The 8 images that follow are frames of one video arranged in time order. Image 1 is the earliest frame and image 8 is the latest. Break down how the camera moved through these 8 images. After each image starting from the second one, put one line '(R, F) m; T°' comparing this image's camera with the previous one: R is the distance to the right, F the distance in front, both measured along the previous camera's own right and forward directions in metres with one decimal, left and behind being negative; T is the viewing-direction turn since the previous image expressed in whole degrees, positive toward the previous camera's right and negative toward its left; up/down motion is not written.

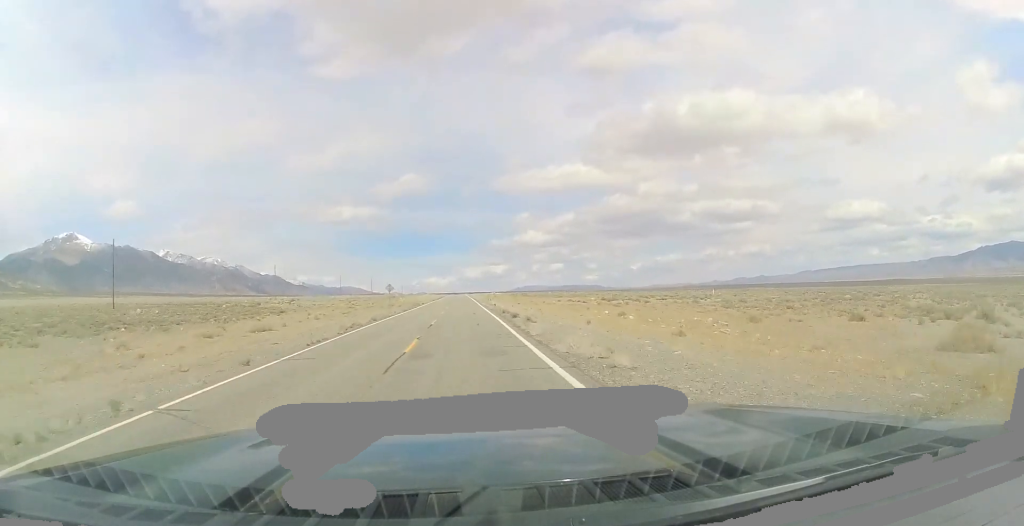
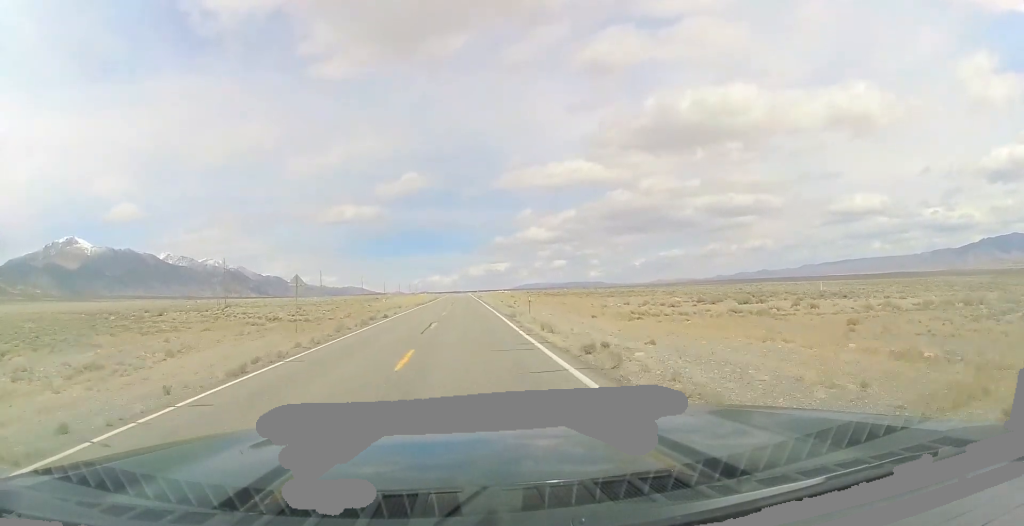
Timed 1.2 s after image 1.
(+0.3, +40.6) m; +1°
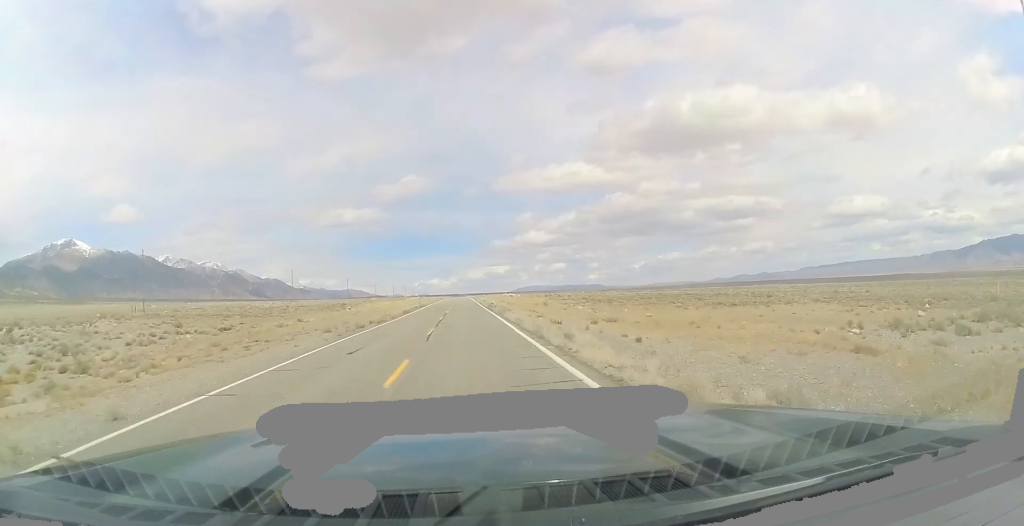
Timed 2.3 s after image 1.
(0.0, +38.4) m; 0°
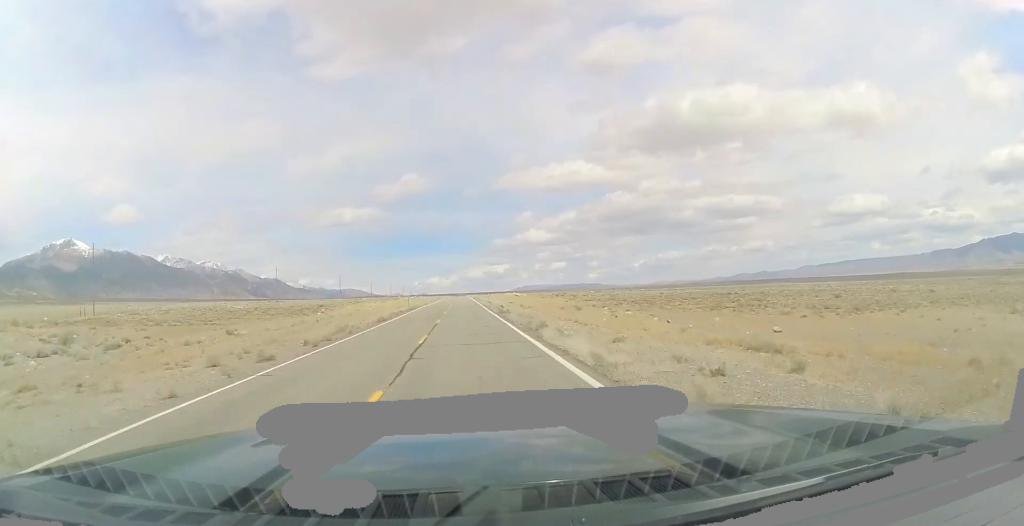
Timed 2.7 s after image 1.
(0.0, +16.3) m; 0°
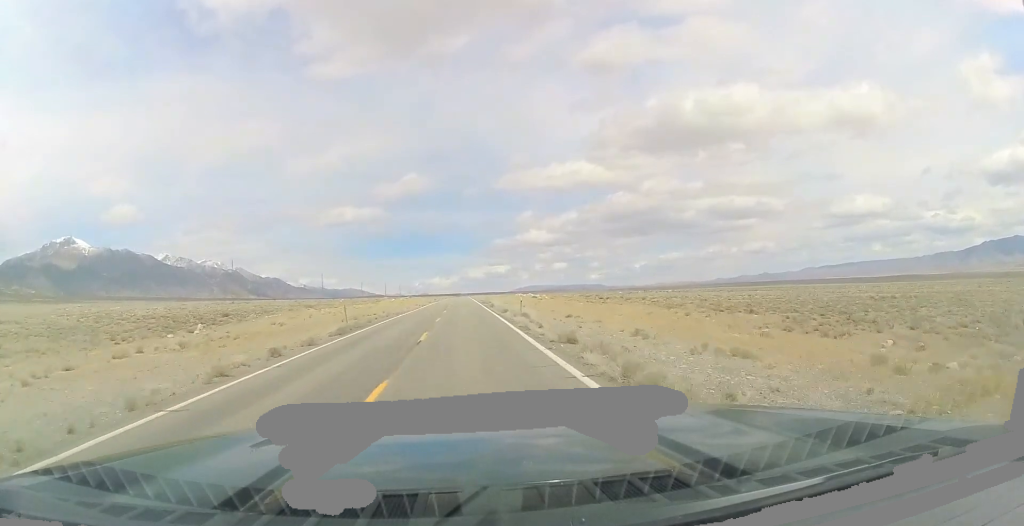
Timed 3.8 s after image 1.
(0.0, +36.1) m; 0°
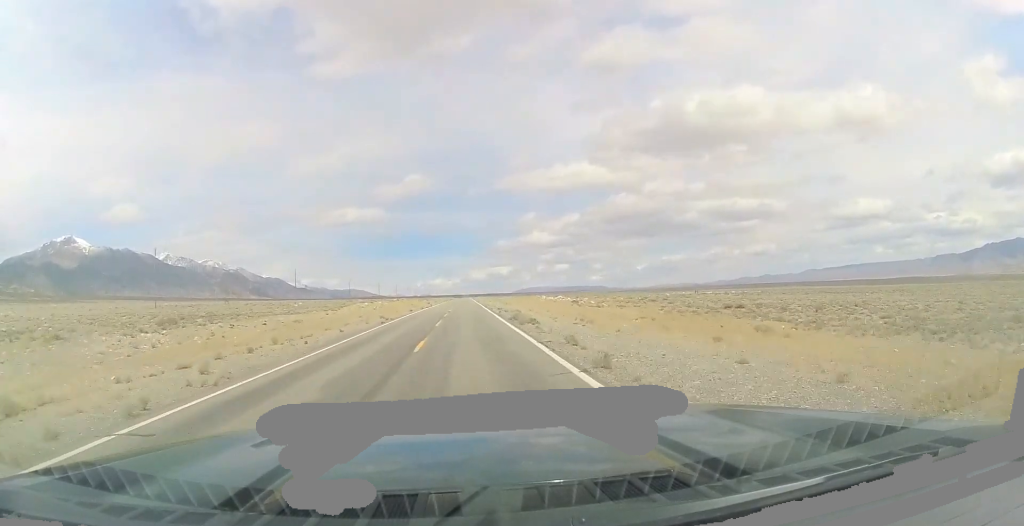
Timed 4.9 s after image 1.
(-0.3, +39.5) m; -1°
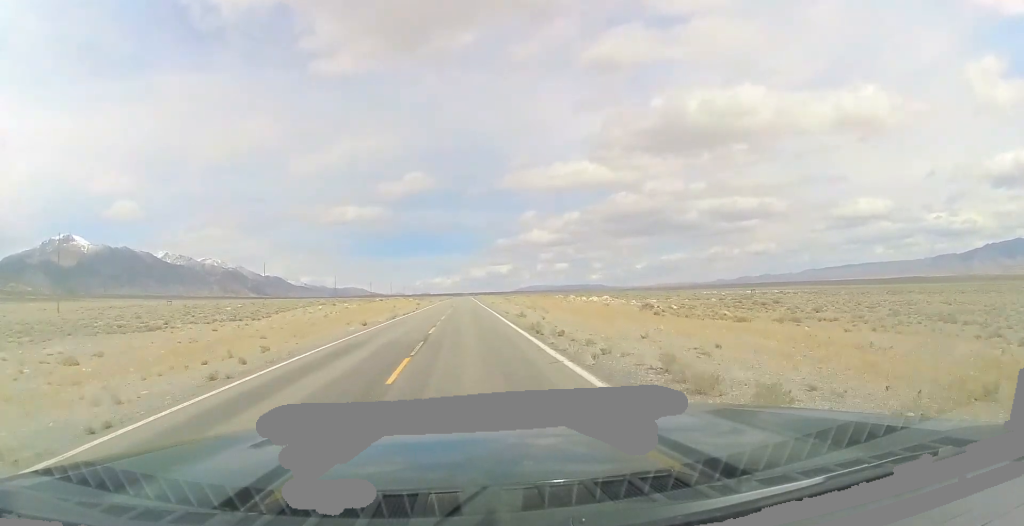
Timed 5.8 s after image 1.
(-0.3, +30.2) m; +1°
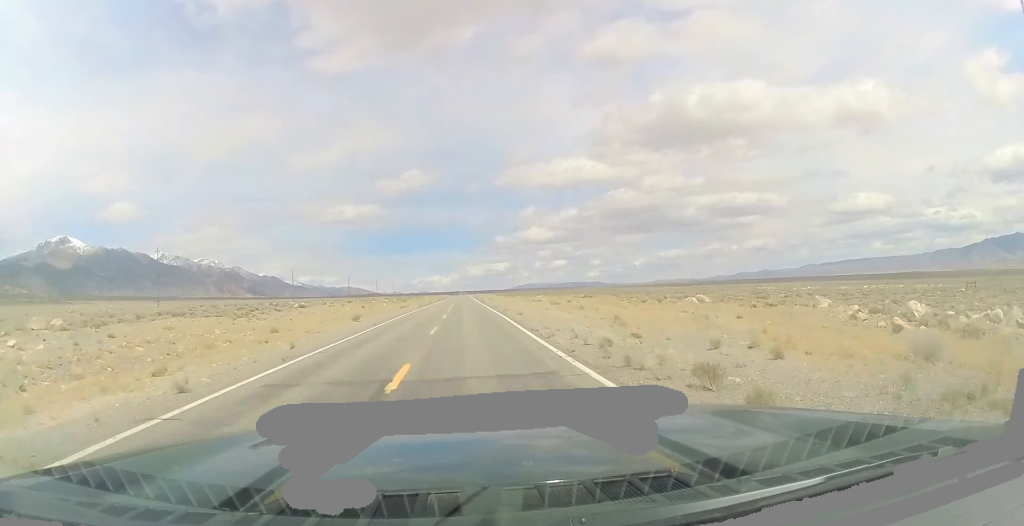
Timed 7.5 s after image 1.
(+1.2, +60.4) m; +1°
